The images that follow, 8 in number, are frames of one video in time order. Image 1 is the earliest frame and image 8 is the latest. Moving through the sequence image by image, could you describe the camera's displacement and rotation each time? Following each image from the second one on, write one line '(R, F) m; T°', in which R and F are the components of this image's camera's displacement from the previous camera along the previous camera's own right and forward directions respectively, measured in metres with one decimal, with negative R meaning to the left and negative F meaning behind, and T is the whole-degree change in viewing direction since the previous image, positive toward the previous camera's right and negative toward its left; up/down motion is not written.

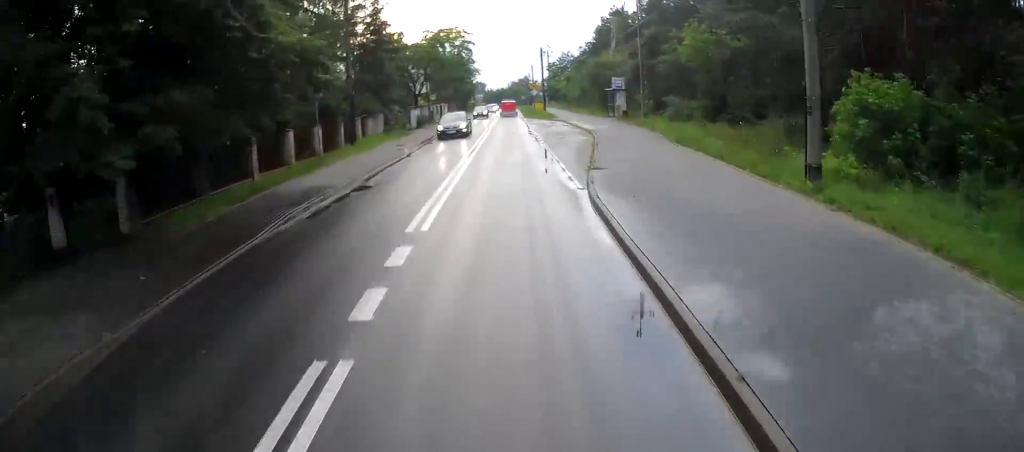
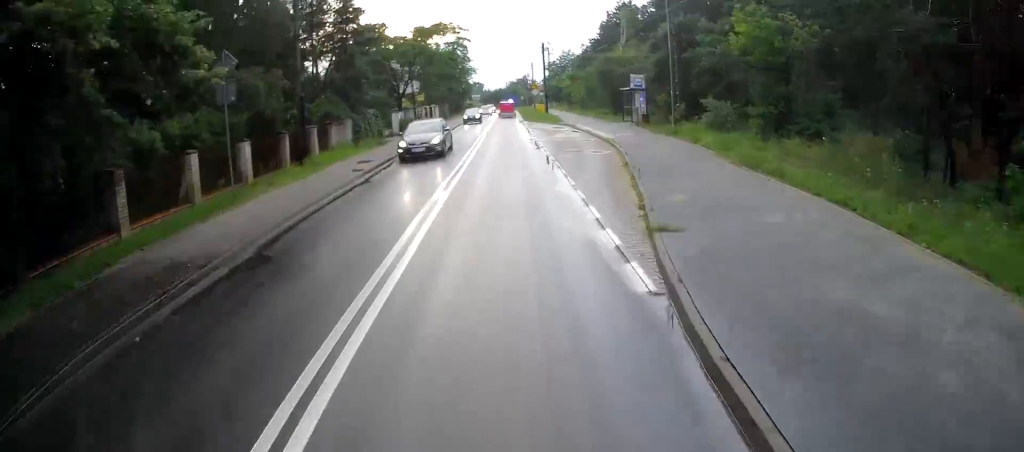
(-0.2, +7.4) m; 0°
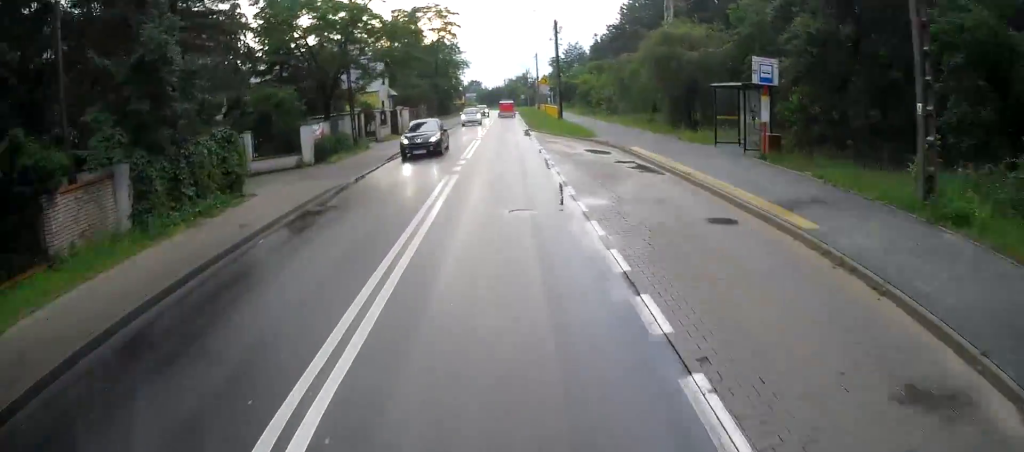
(+0.4, +19.3) m; +1°
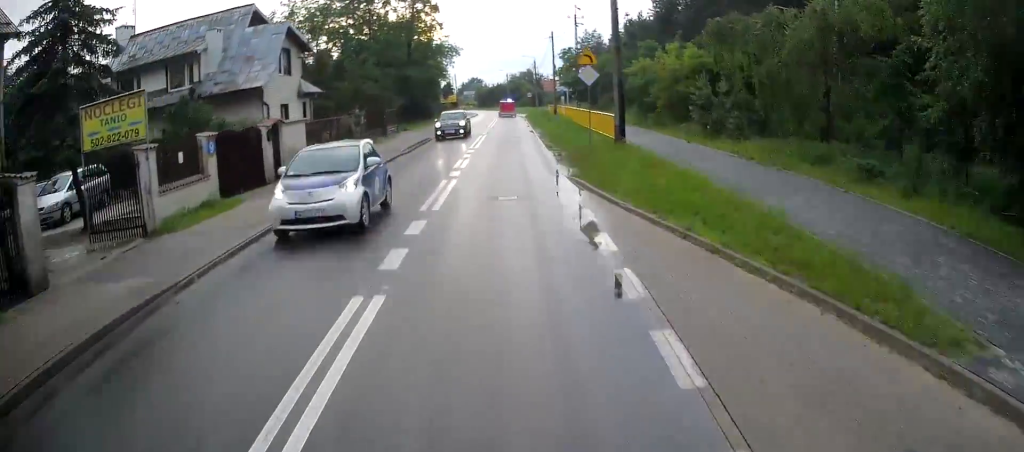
(-0.2, +25.1) m; -1°
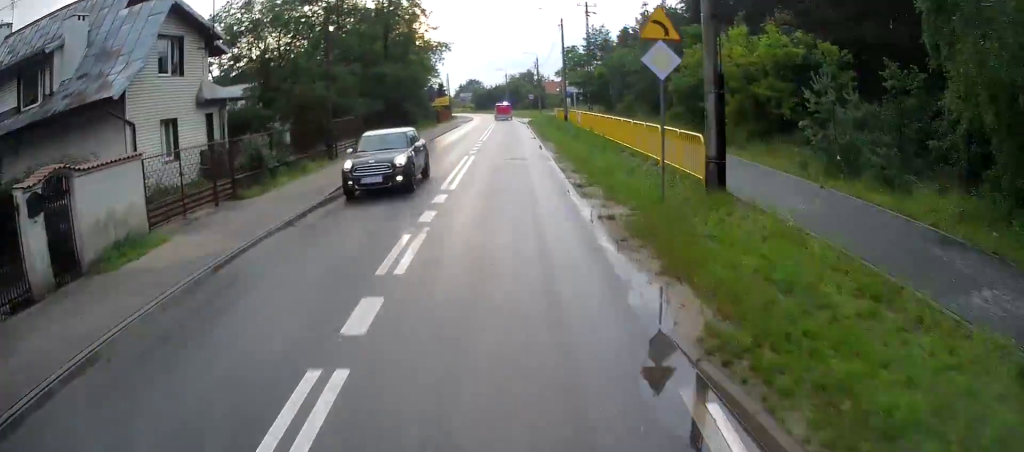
(-0.2, +11.2) m; 0°
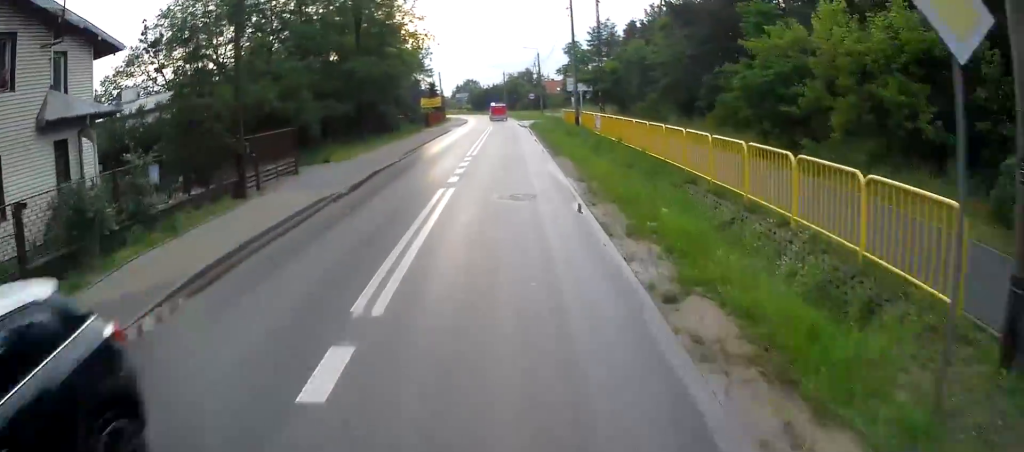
(0.0, +8.7) m; 0°
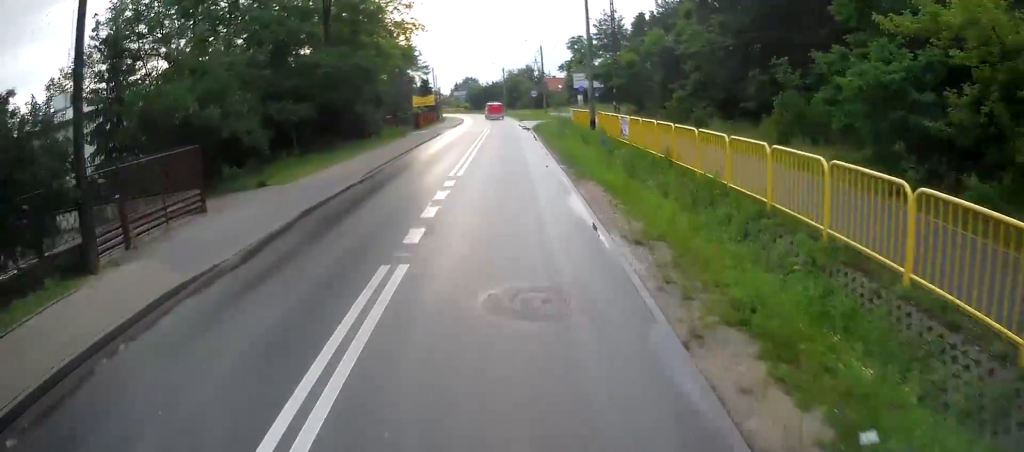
(+0.1, +7.2) m; 0°
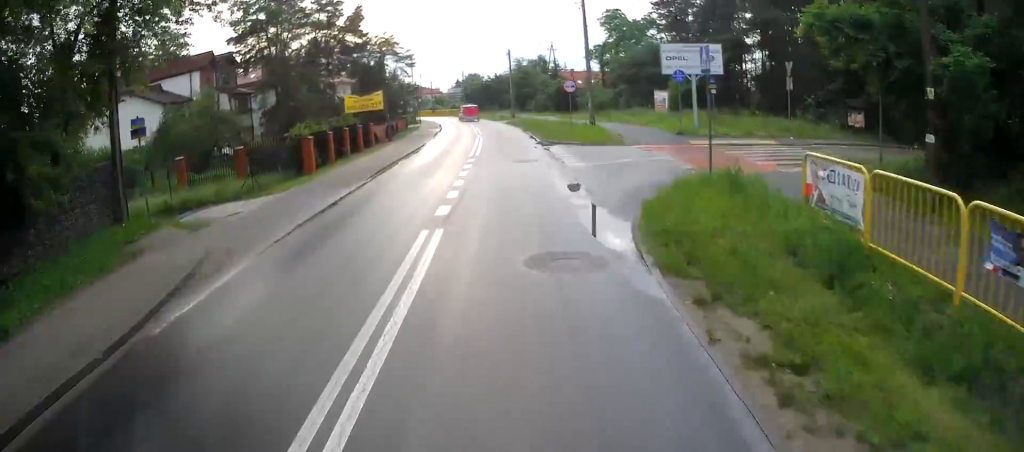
(-0.7, +34.6) m; -1°
